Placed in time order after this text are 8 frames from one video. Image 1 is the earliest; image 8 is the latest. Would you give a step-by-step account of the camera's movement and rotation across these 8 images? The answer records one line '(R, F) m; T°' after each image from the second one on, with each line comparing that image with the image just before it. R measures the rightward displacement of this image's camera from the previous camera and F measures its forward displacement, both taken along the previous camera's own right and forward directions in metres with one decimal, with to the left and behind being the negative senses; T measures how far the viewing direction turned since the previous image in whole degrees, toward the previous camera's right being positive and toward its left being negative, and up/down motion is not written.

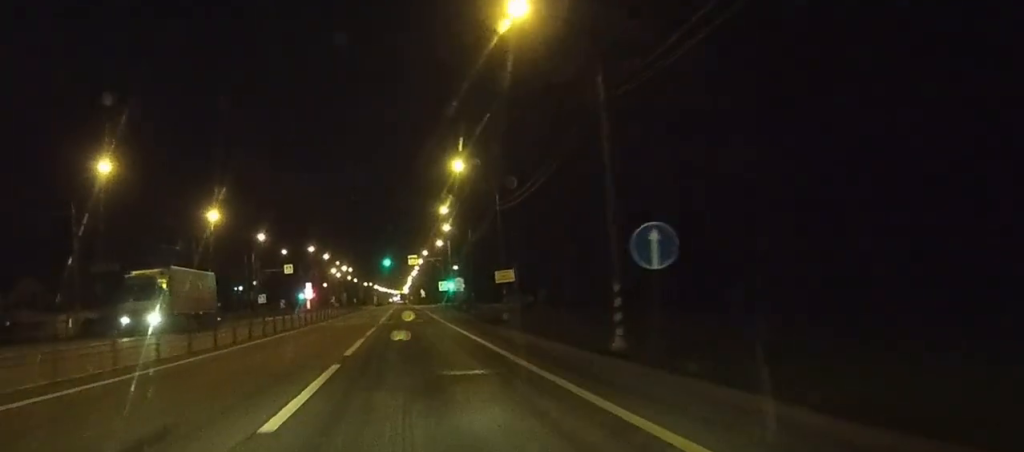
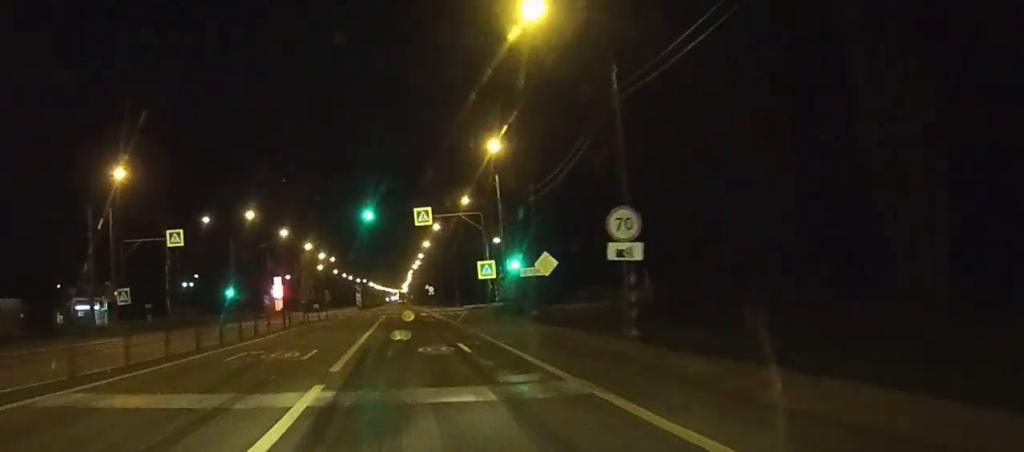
(+0.3, +65.2) m; 0°
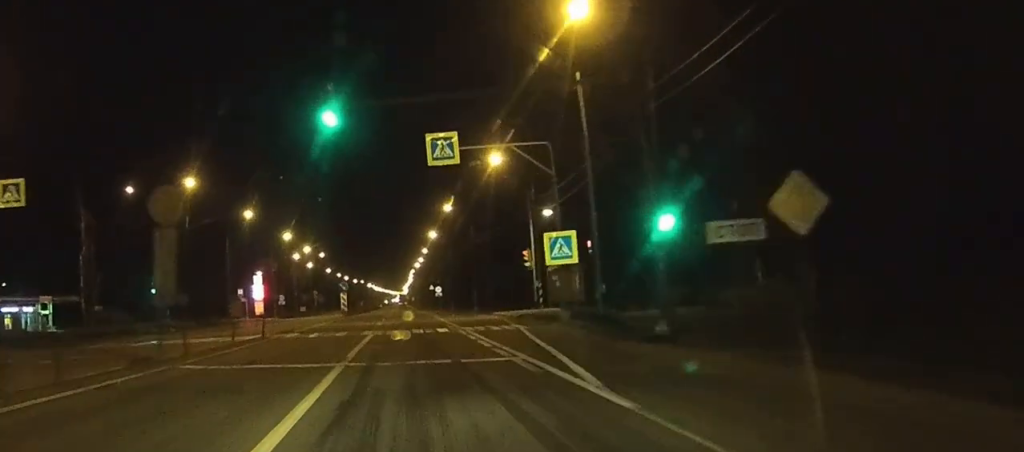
(0.0, +29.0) m; 0°
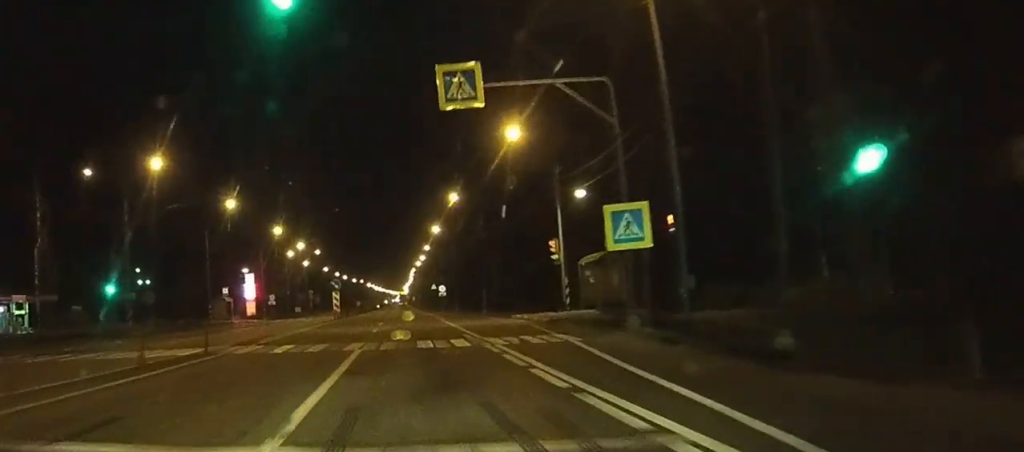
(0.0, +10.1) m; 0°
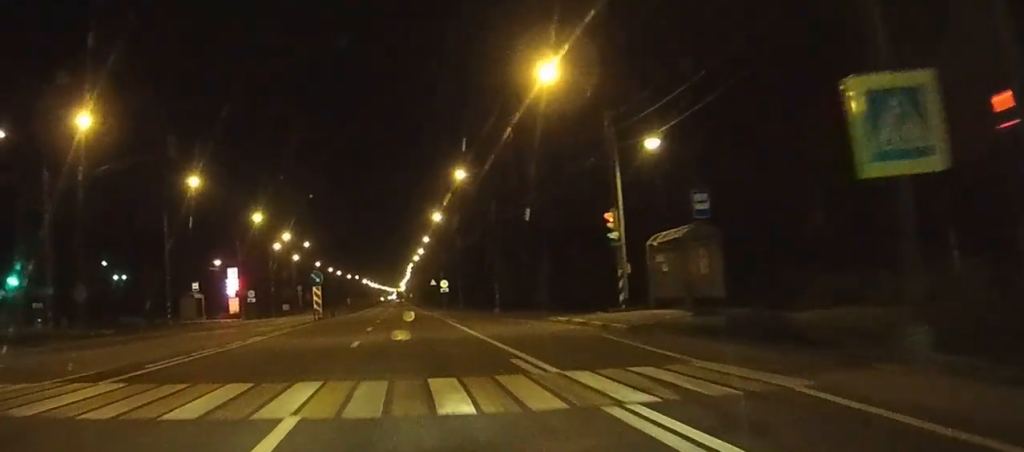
(0.0, +13.9) m; 0°
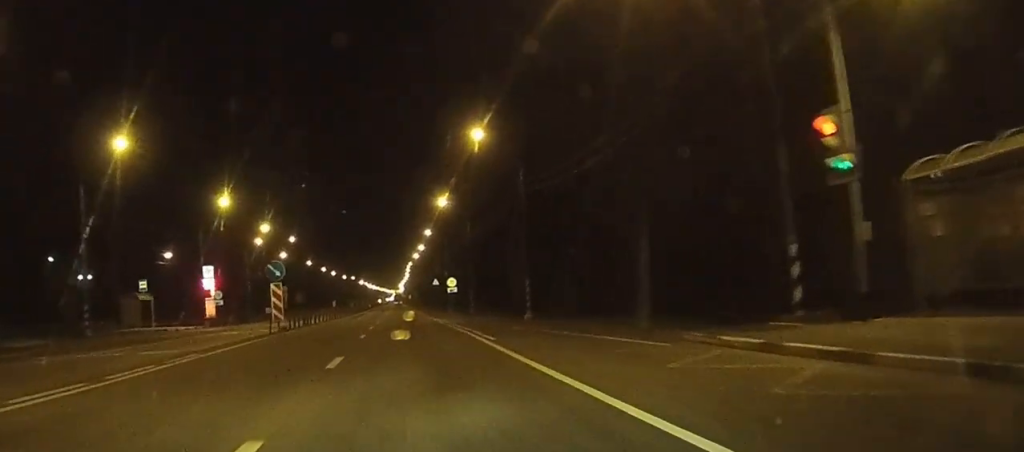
(-0.1, +18.4) m; 0°
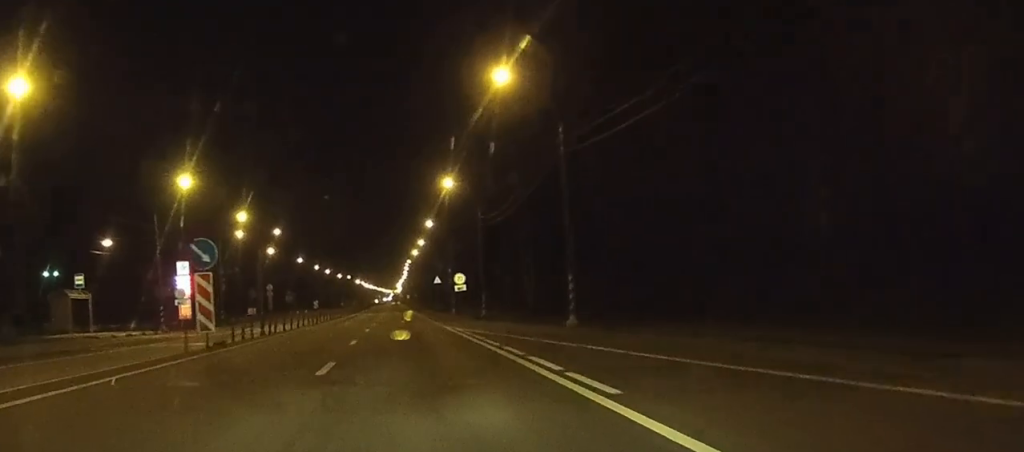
(+0.1, +14.4) m; 0°
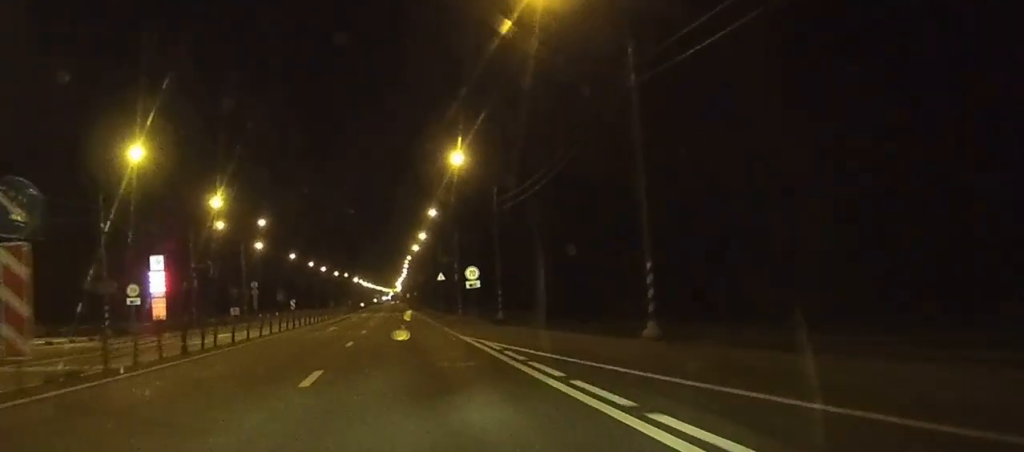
(-0.1, +12.8) m; 0°
